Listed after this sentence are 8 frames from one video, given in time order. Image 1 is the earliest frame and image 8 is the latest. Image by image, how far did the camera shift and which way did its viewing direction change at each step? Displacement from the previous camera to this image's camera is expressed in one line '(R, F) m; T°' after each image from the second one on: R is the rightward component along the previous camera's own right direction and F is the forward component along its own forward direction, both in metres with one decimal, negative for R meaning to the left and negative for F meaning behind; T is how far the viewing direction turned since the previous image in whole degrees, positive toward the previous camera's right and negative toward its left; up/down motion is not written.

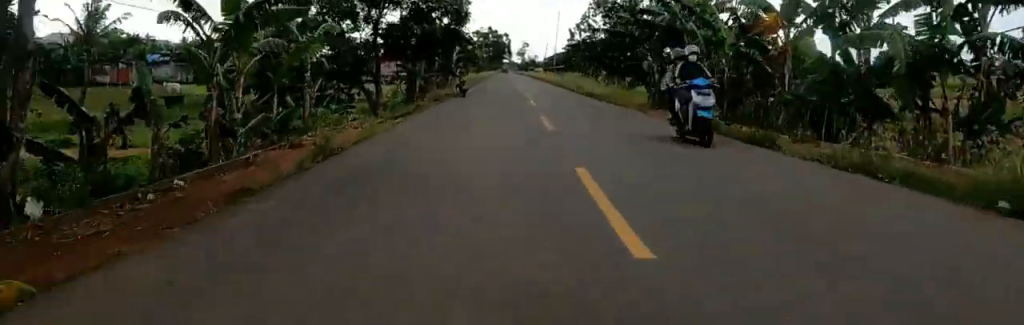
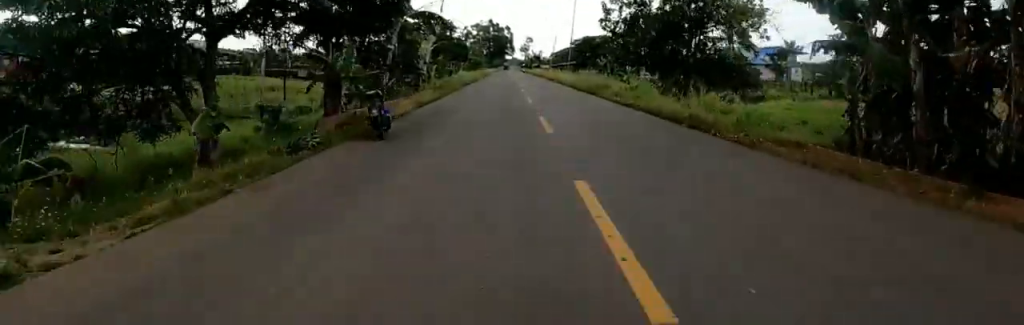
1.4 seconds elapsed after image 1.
(0.0, +17.8) m; 0°
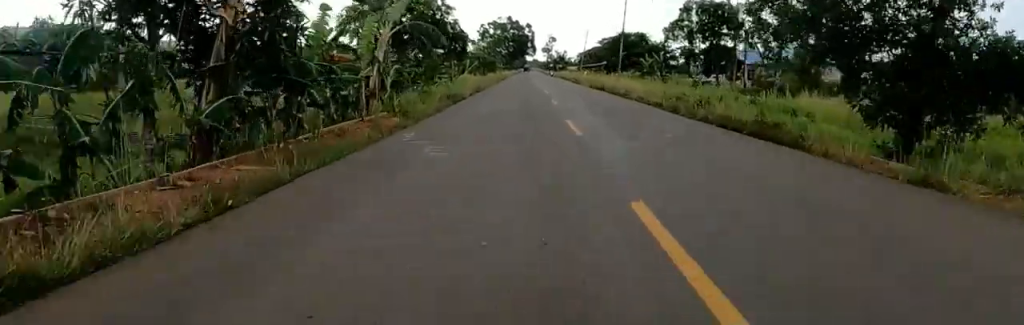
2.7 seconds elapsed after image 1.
(0.0, +16.5) m; 0°
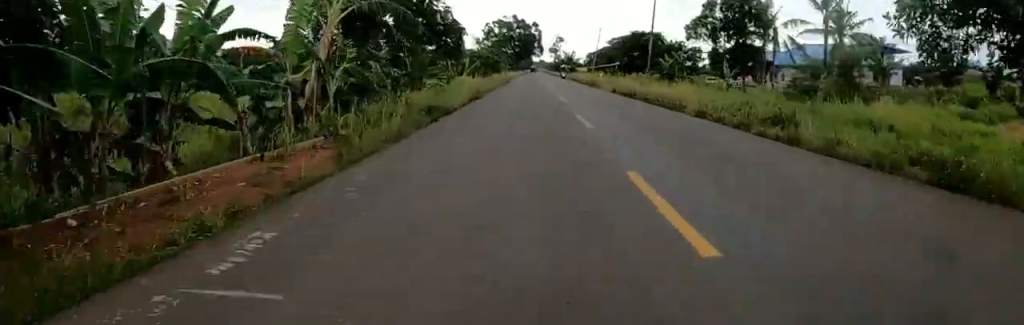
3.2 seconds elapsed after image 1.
(0.0, +6.2) m; 0°
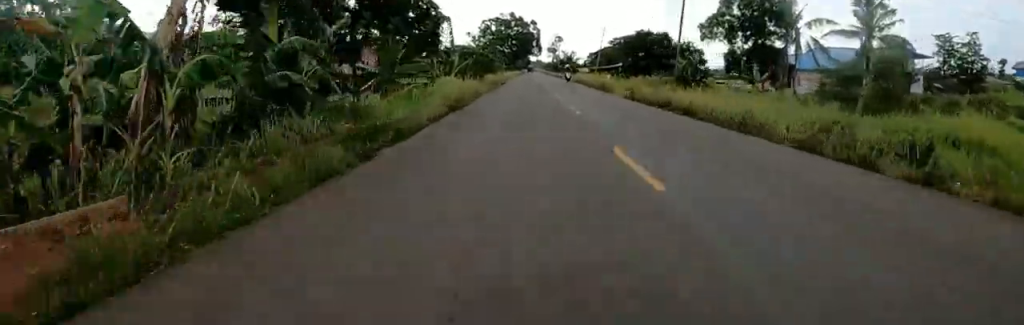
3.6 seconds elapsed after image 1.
(0.0, +5.7) m; 0°
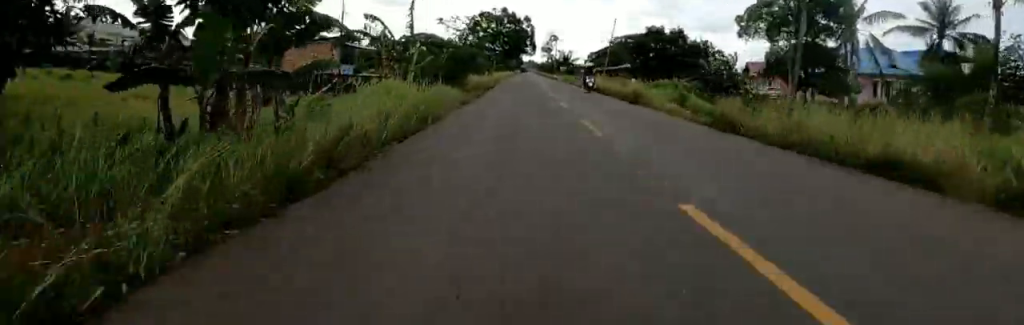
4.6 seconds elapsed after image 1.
(0.0, +11.2) m; 0°
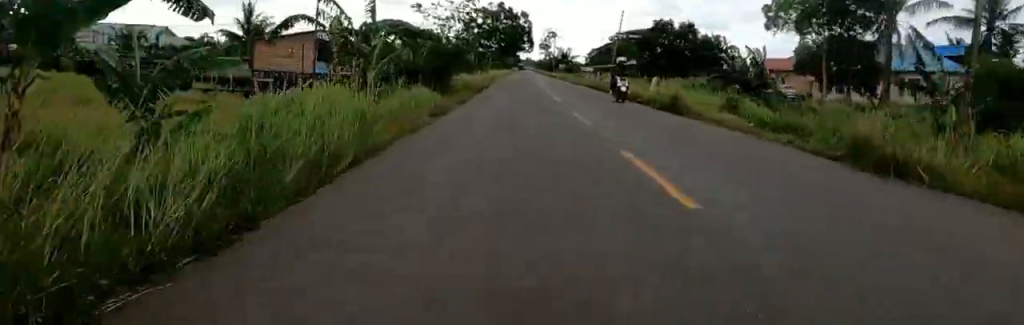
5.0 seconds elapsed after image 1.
(0.0, +5.3) m; 0°
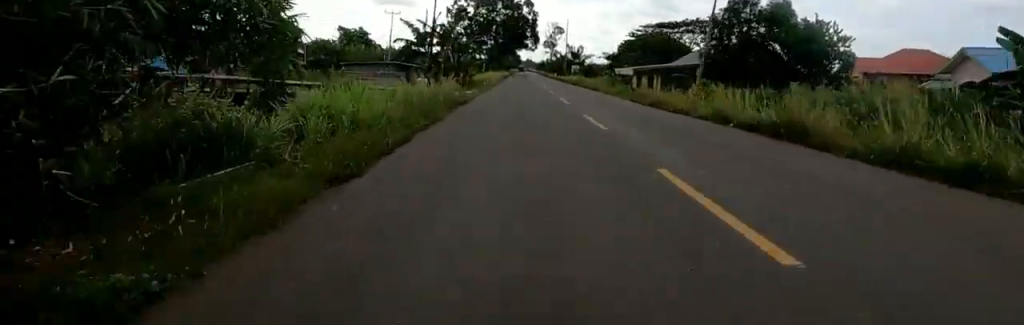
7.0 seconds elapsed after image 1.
(-1.2, +25.4) m; -4°
